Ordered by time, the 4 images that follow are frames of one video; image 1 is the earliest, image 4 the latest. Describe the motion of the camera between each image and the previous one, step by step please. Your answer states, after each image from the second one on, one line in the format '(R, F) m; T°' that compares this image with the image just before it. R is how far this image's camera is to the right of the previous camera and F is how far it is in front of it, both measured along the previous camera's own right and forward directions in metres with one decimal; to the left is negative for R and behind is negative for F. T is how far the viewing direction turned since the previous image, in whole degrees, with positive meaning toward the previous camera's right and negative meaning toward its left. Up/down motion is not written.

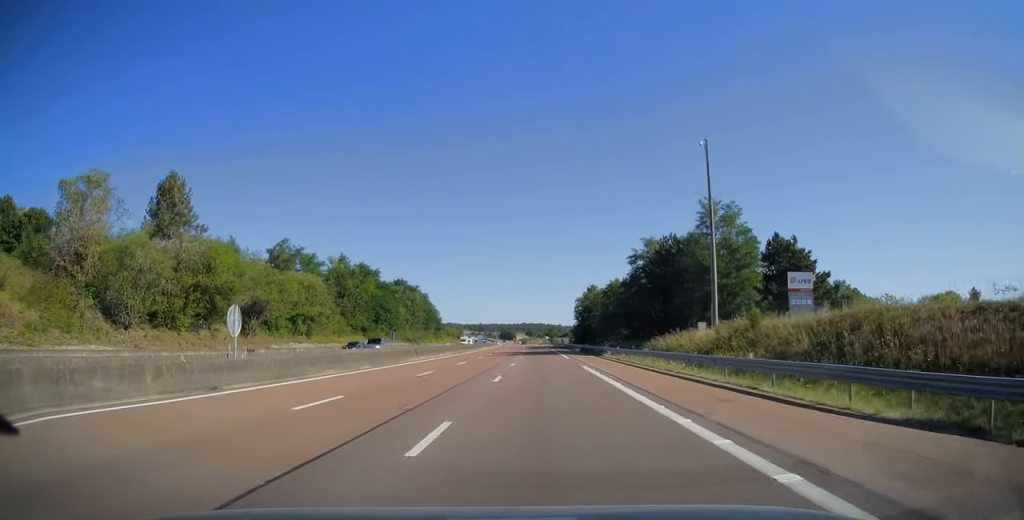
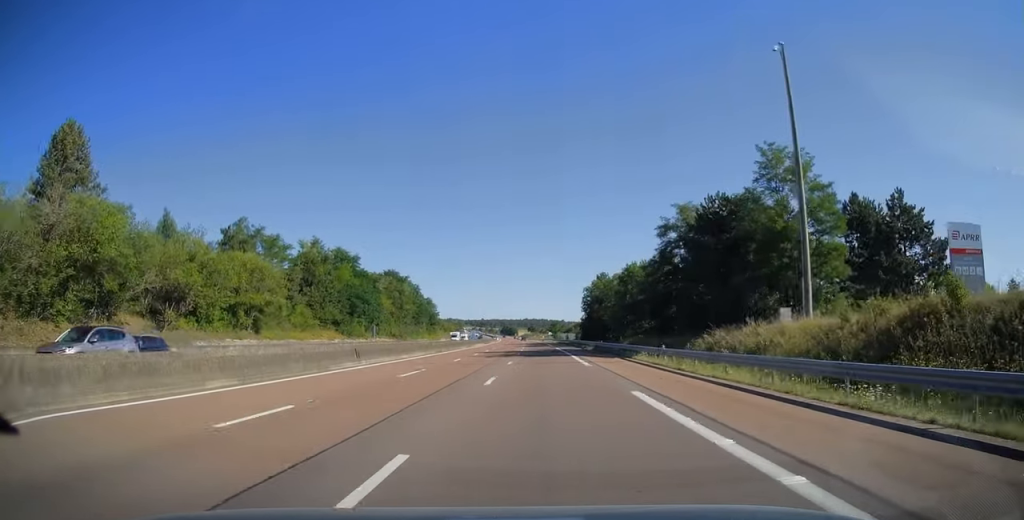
(0.0, +16.2) m; 0°
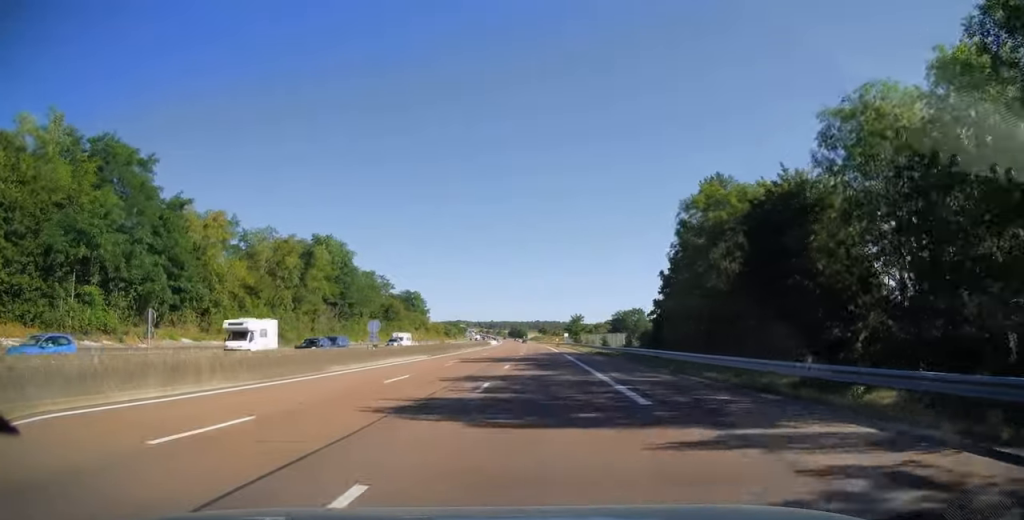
(-0.8, +66.6) m; -1°
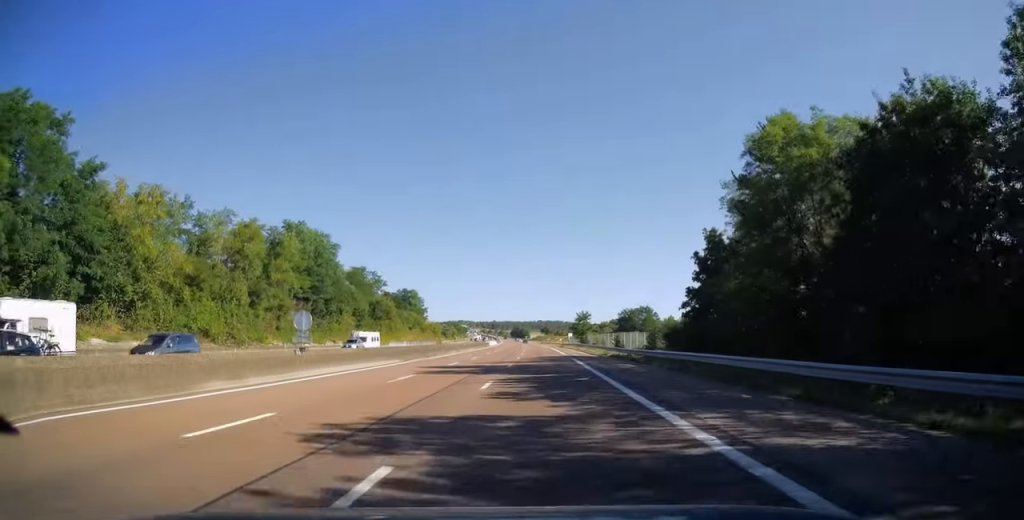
(0.0, +12.1) m; 0°
